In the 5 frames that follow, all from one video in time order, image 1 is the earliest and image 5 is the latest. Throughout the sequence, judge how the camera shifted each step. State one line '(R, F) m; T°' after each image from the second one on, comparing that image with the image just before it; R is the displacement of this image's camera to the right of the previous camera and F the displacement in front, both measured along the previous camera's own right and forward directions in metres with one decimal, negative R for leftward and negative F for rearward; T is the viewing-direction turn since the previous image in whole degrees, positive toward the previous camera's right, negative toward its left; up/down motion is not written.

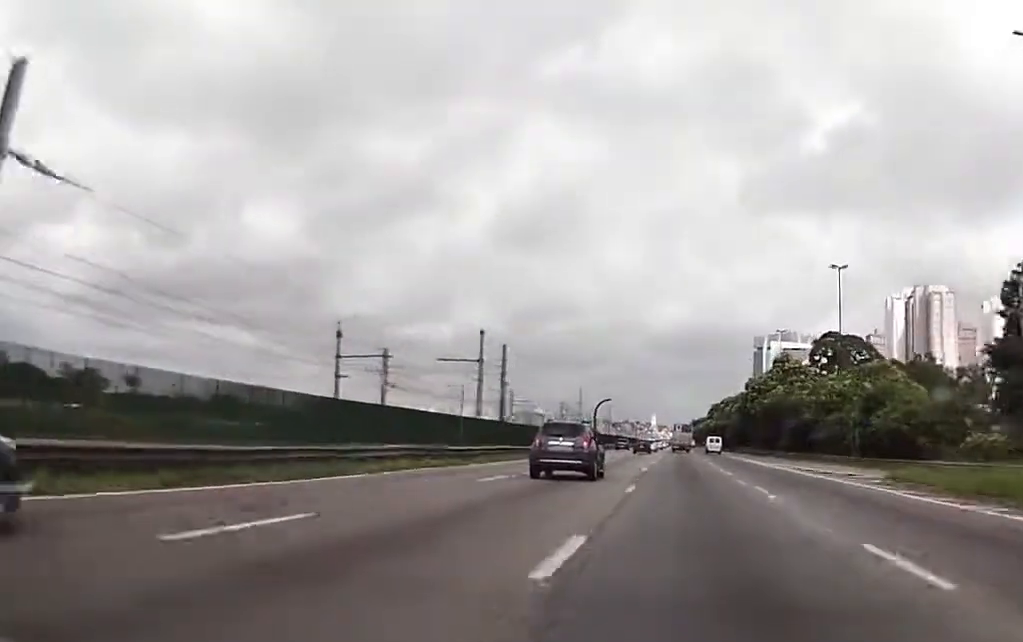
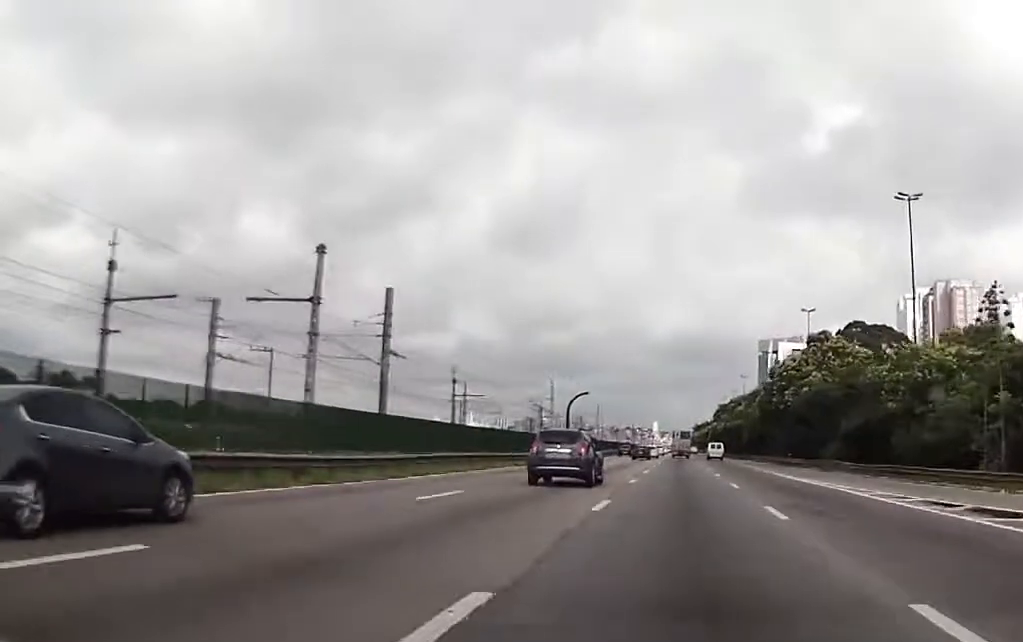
(+0.1, +27.7) m; +1°
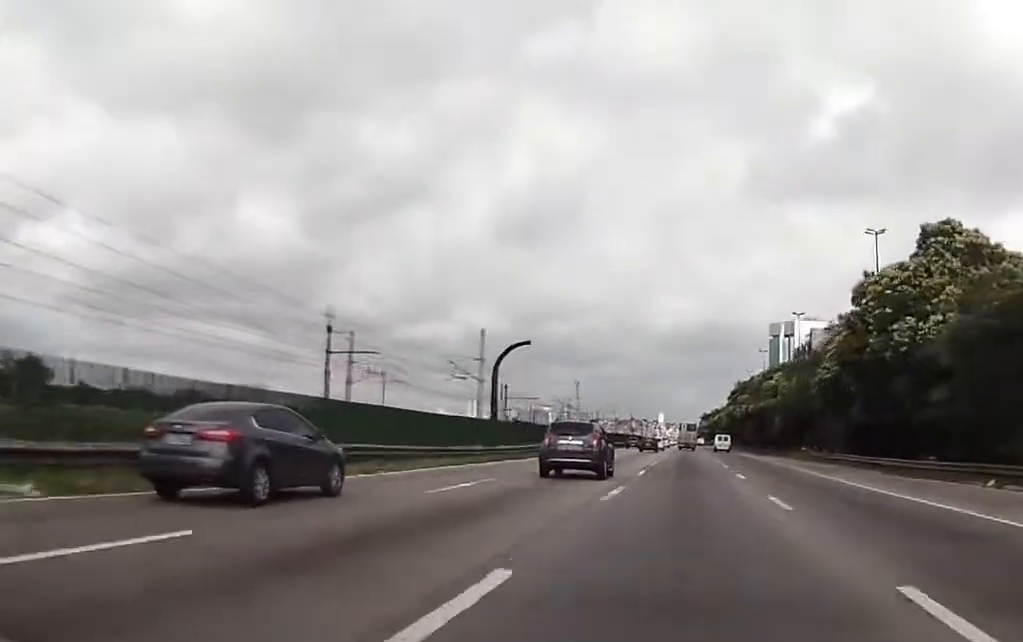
(-0.2, +35.7) m; 0°
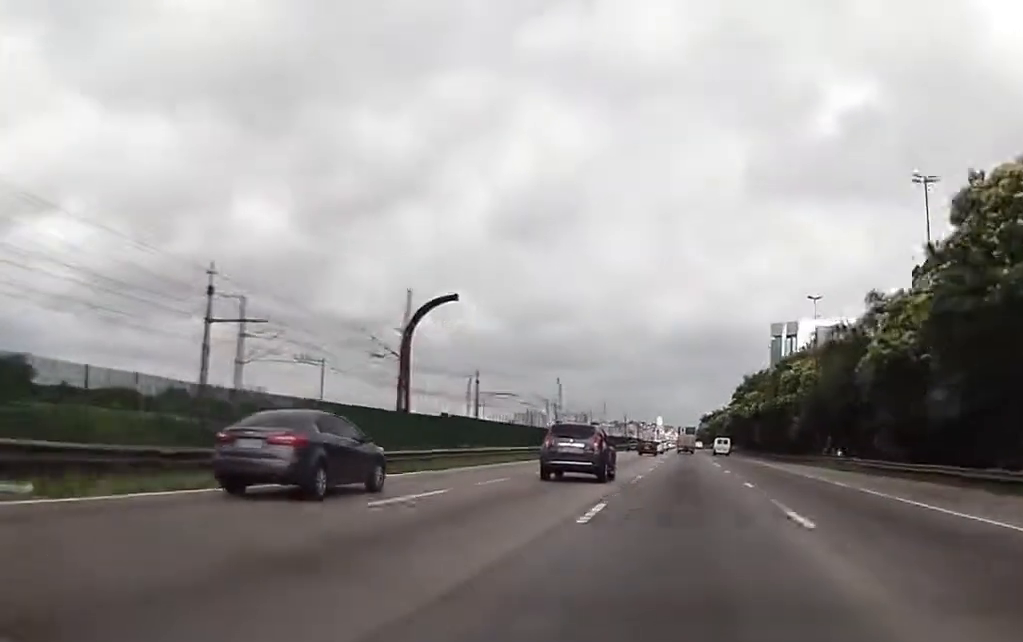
(0.0, +16.0) m; 0°
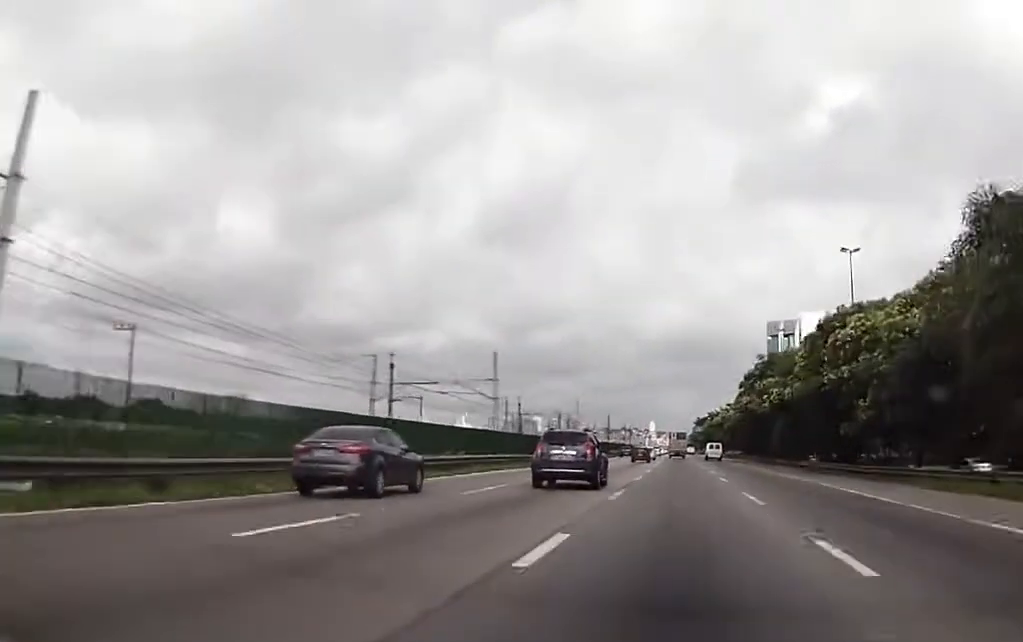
(0.0, +28.1) m; 0°
